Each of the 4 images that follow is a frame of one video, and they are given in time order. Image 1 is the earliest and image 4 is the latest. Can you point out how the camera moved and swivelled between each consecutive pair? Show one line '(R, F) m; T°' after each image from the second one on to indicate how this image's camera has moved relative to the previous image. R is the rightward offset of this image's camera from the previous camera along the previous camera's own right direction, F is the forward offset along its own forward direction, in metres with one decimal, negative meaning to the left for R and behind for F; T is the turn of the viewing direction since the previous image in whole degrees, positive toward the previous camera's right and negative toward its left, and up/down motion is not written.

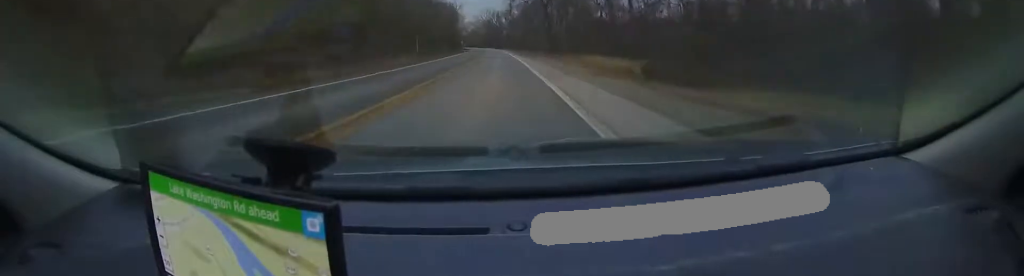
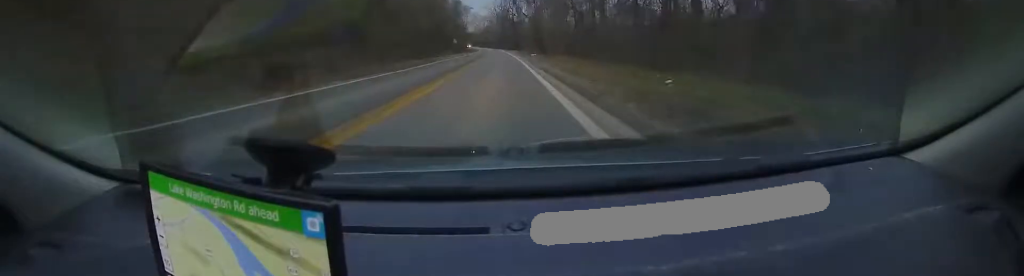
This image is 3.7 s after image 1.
(-0.6, +51.5) m; -4°
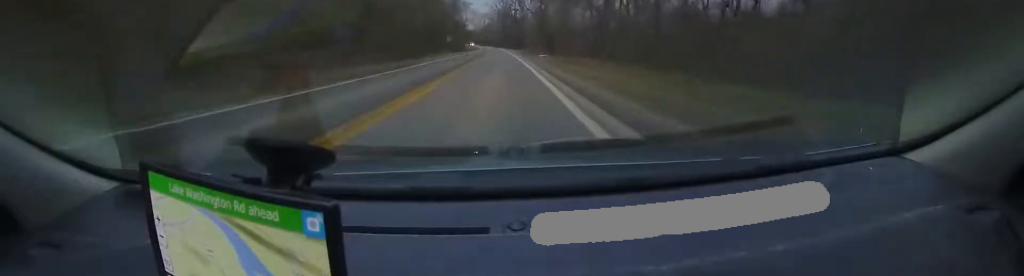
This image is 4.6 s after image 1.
(-0.2, +9.1) m; -1°
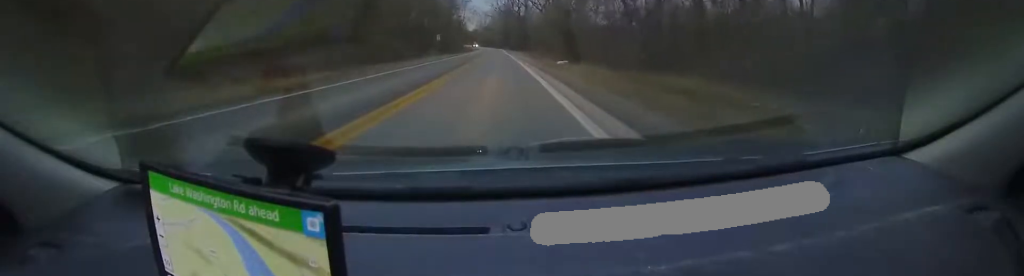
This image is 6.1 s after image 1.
(+0.3, +12.6) m; +4°
